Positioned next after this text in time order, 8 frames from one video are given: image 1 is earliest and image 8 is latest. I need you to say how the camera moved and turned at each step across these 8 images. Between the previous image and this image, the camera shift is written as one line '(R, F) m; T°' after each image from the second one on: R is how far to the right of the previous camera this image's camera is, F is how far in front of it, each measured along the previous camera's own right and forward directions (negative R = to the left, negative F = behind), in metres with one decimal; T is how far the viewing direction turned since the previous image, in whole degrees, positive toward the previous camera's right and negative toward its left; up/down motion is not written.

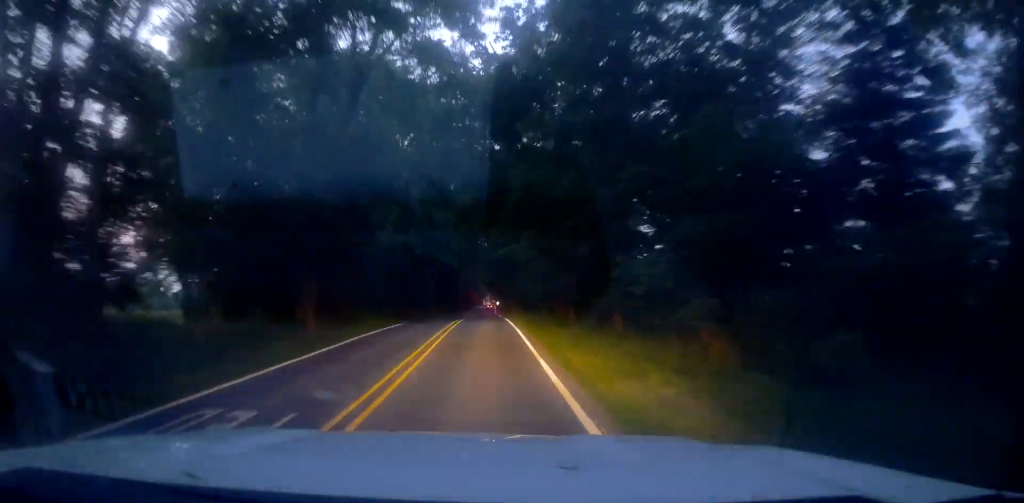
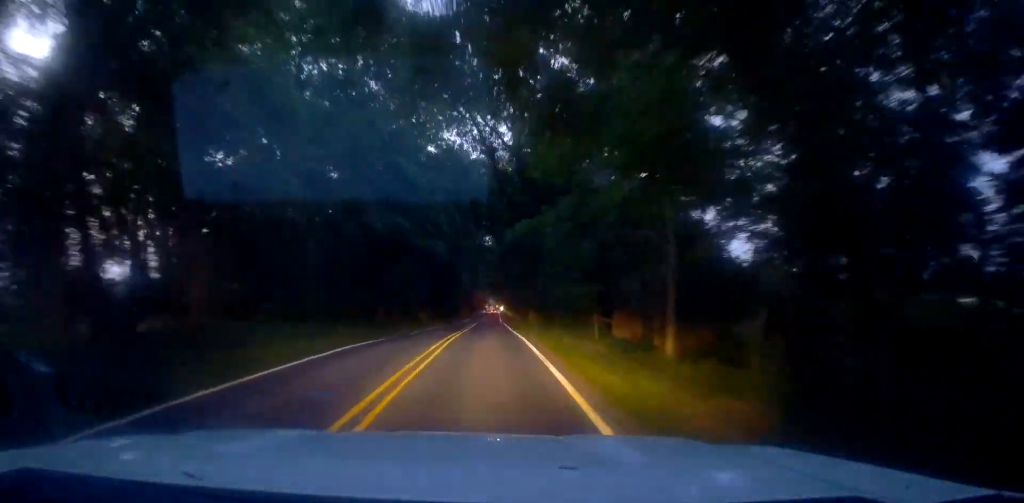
(-0.1, +13.1) m; 0°
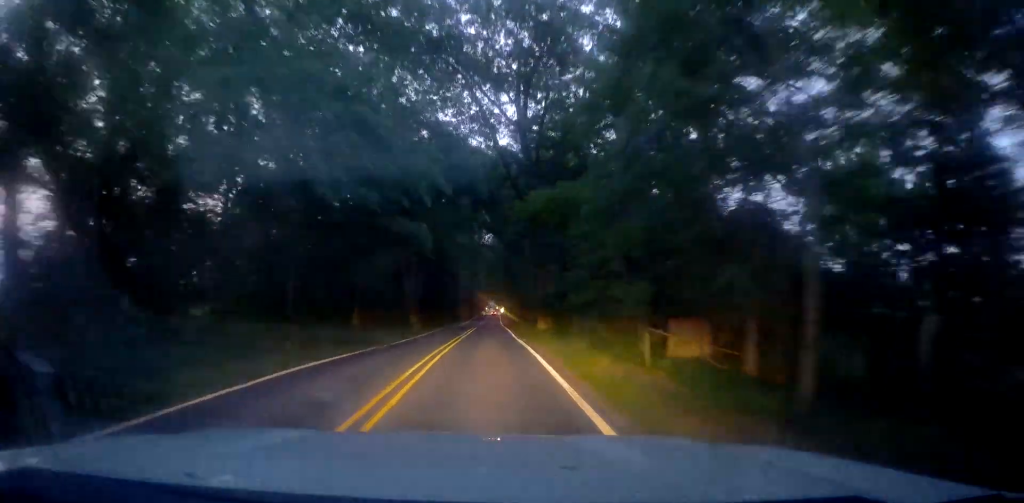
(+0.3, +5.8) m; 0°
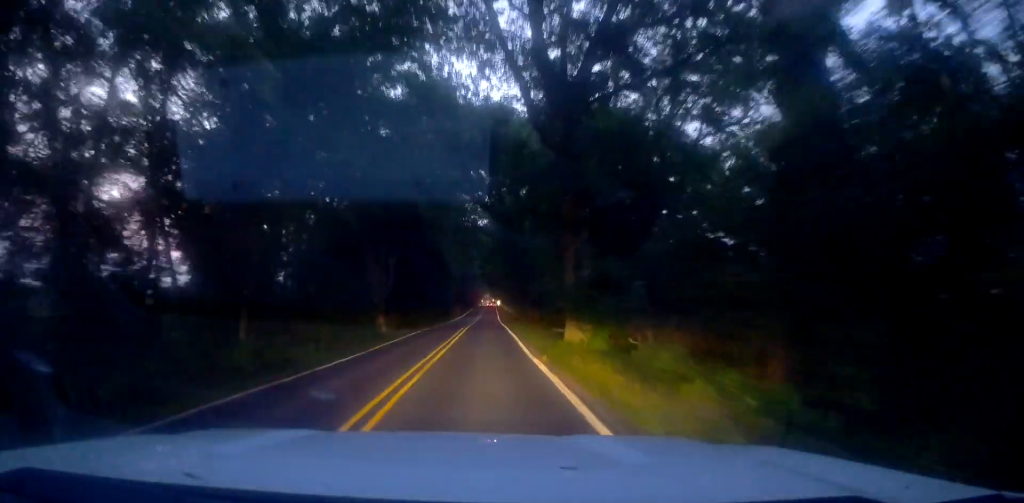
(-0.6, +13.5) m; -2°
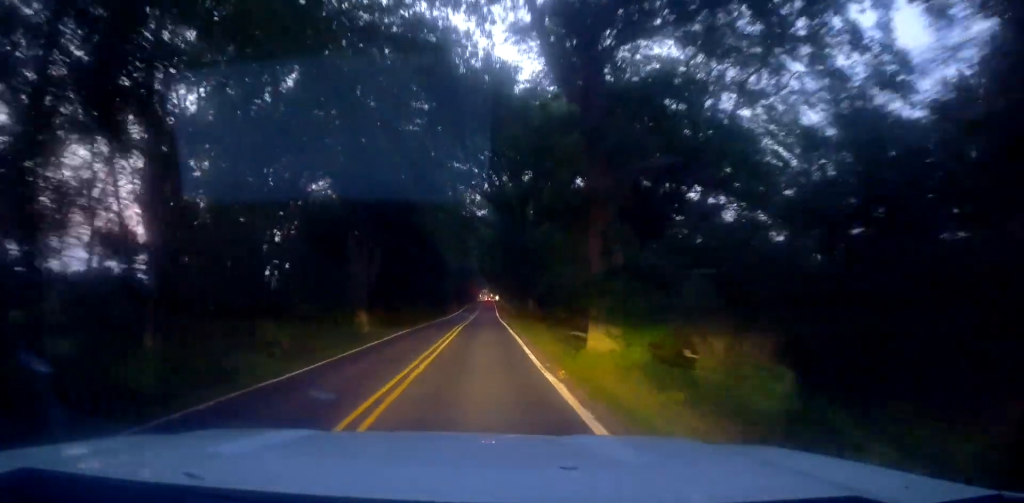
(0.0, +4.8) m; +1°
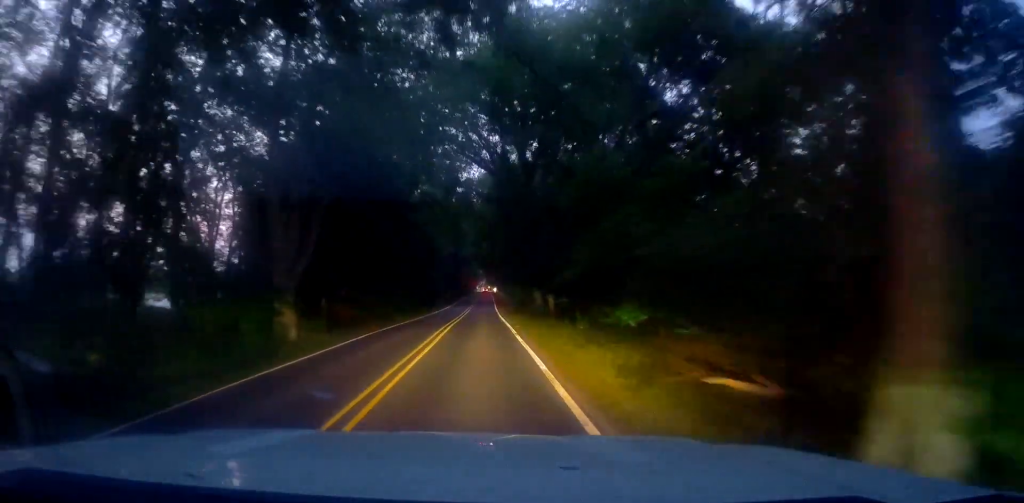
(+0.3, +11.5) m; +3°
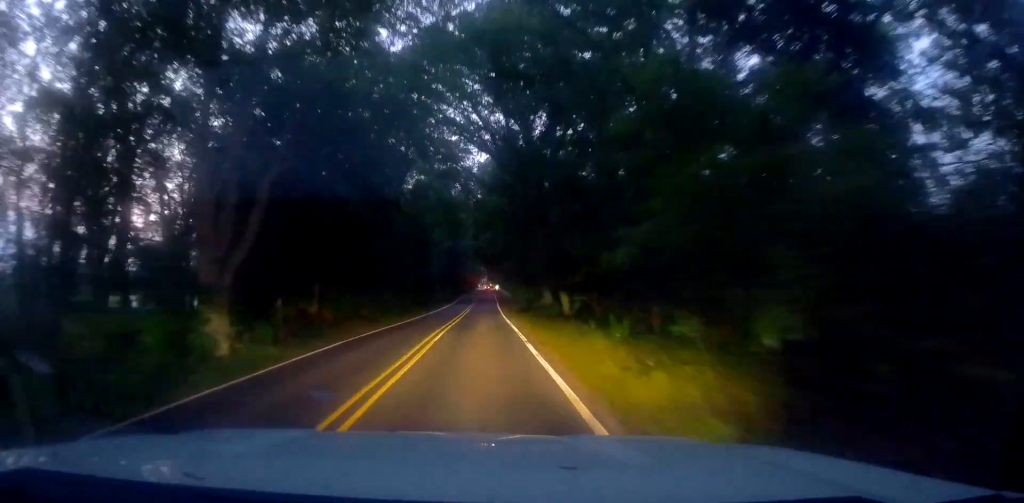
(+0.1, +5.4) m; +1°
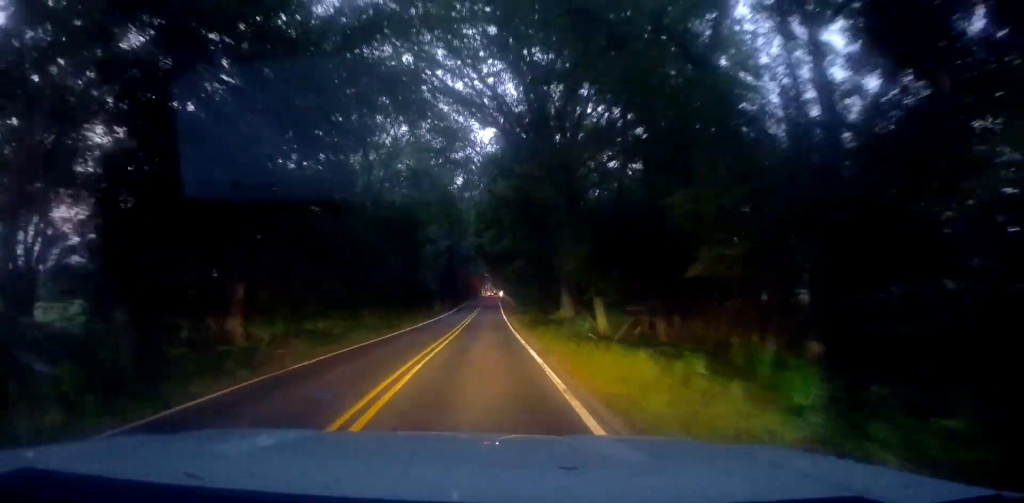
(0.0, +8.9) m; -2°
